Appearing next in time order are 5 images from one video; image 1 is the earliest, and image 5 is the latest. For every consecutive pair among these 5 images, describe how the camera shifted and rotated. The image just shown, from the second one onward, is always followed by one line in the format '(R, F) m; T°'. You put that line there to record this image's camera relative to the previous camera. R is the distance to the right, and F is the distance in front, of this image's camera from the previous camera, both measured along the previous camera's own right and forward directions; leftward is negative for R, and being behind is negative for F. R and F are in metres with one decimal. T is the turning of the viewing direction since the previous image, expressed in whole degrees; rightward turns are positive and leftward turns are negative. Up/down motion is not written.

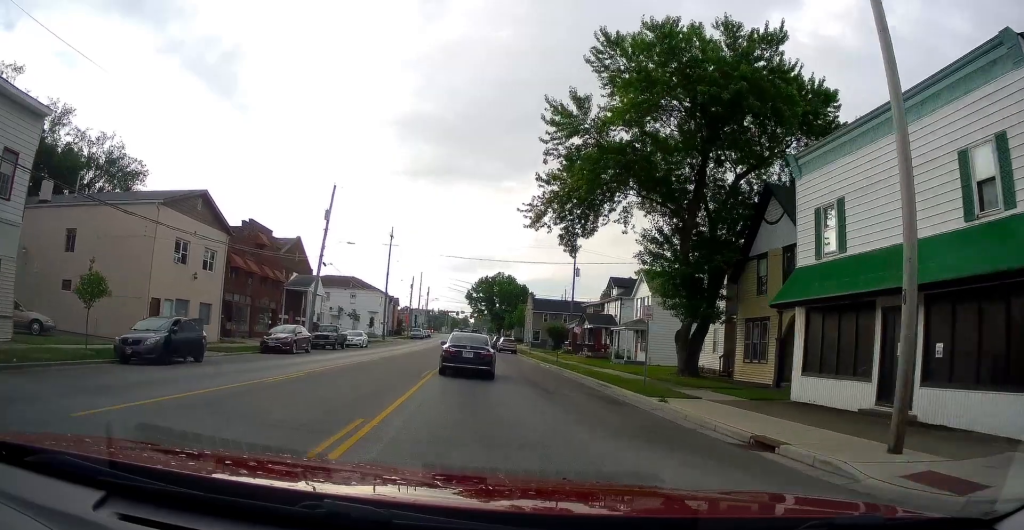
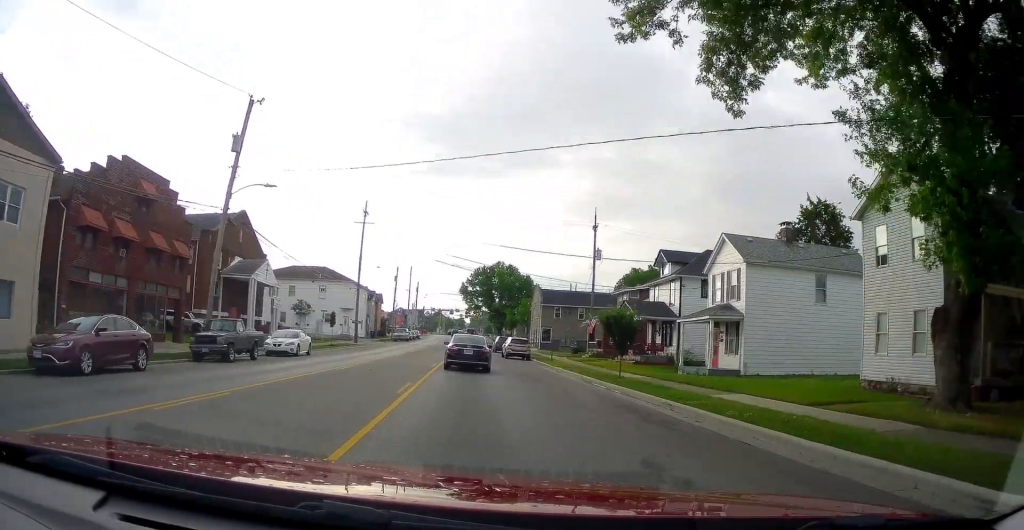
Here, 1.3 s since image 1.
(-0.2, +16.9) m; +1°
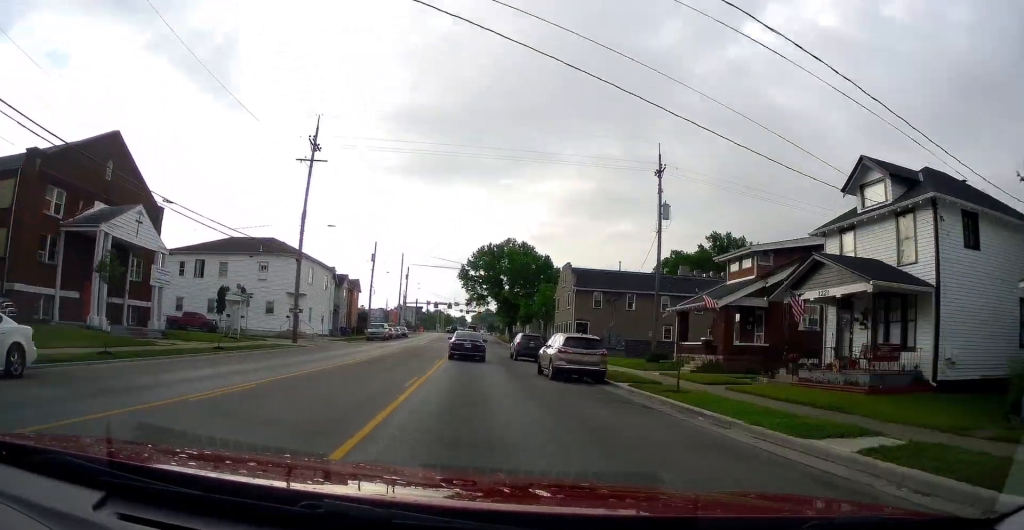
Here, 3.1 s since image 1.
(+0.5, +23.8) m; +1°
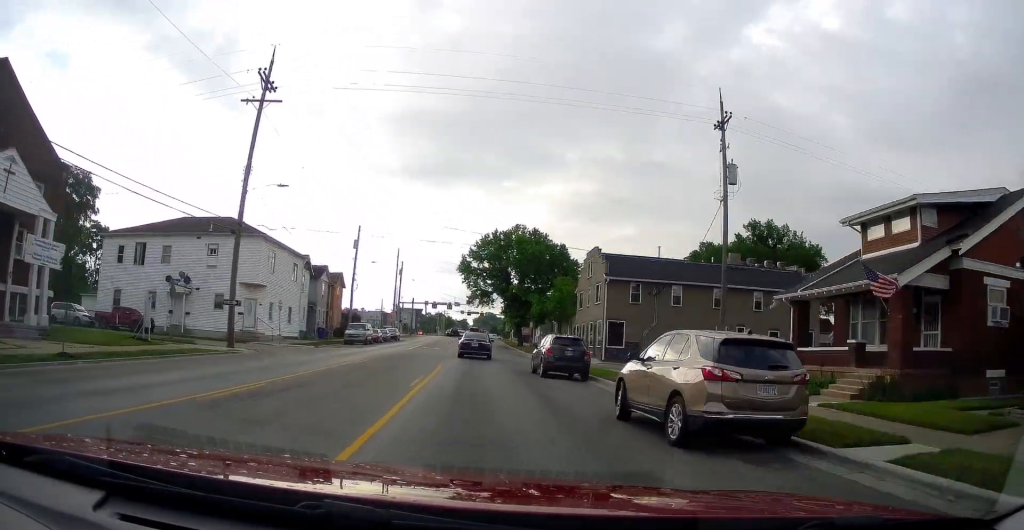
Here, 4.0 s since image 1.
(+0.1, +12.0) m; 0°
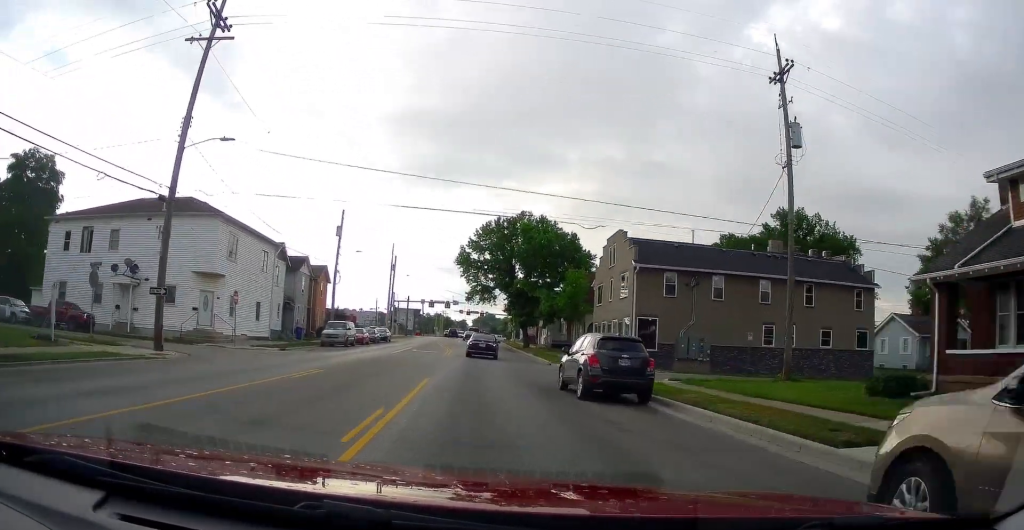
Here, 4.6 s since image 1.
(0.0, +7.6) m; 0°
